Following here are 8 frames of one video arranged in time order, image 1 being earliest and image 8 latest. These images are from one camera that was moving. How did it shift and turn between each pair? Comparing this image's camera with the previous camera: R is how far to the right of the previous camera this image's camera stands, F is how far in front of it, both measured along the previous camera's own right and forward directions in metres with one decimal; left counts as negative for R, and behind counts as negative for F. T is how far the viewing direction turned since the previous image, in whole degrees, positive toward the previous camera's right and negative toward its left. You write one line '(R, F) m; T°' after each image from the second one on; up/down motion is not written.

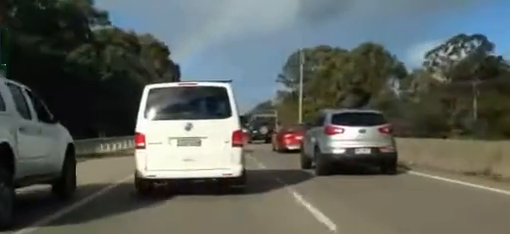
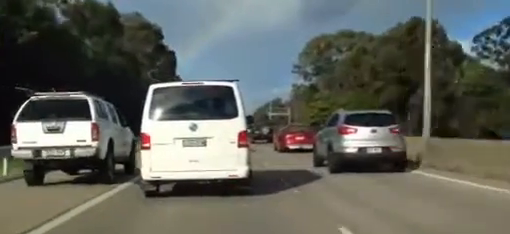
(-0.4, +27.0) m; -1°
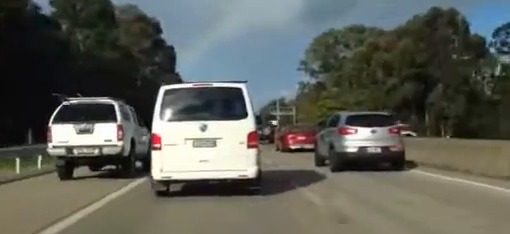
(0.0, +7.4) m; 0°
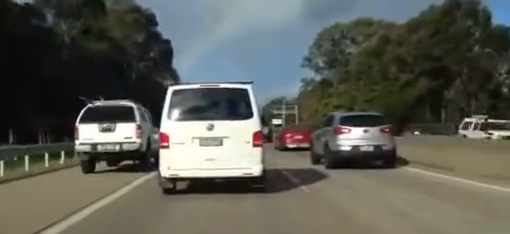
(0.0, +7.0) m; 0°
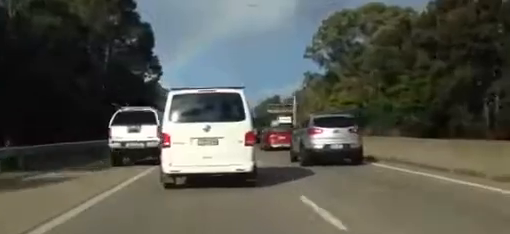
(0.0, +17.5) m; 0°
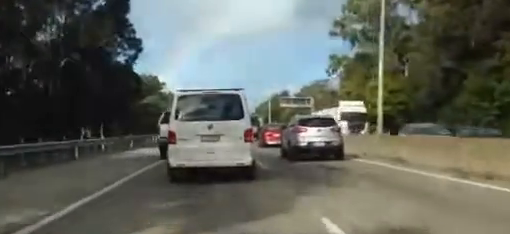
(-0.1, +26.1) m; 0°
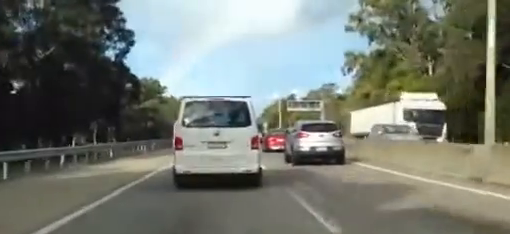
(0.0, +9.0) m; 0°
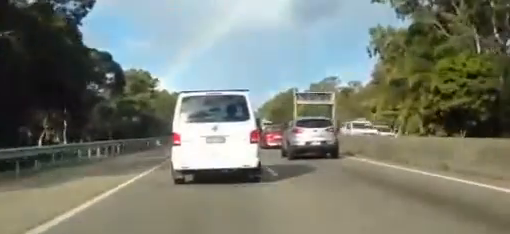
(0.0, +16.8) m; 0°
